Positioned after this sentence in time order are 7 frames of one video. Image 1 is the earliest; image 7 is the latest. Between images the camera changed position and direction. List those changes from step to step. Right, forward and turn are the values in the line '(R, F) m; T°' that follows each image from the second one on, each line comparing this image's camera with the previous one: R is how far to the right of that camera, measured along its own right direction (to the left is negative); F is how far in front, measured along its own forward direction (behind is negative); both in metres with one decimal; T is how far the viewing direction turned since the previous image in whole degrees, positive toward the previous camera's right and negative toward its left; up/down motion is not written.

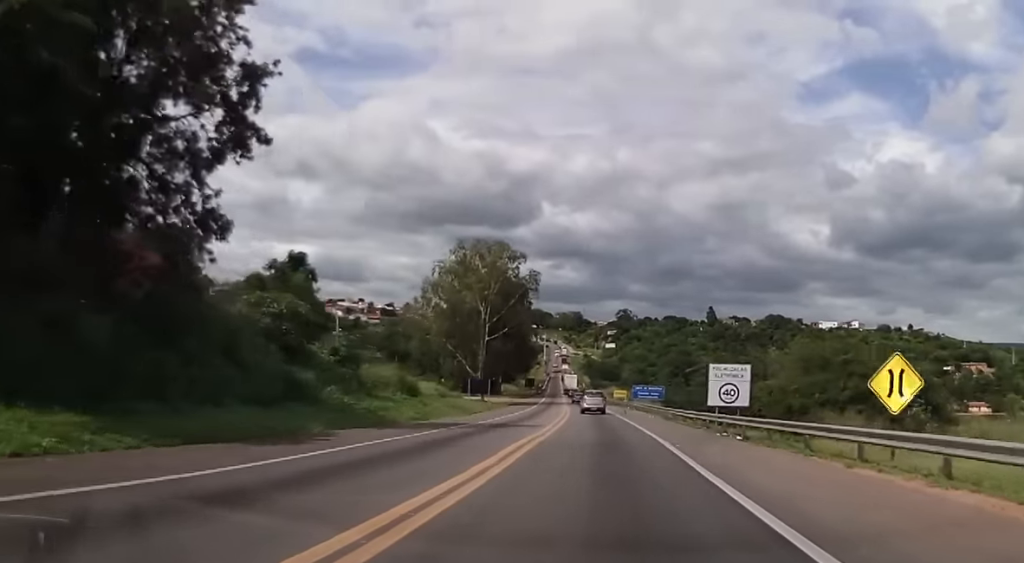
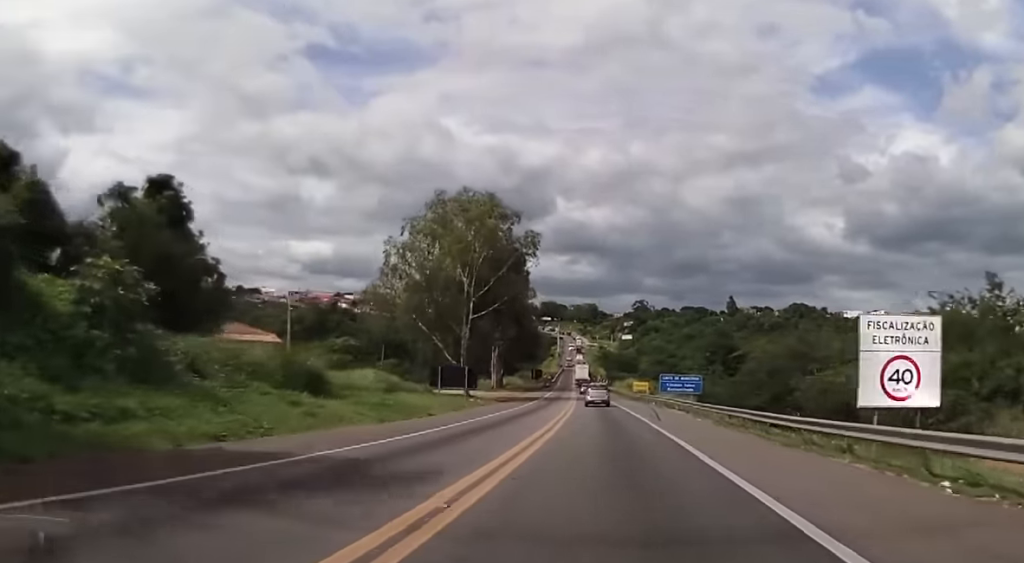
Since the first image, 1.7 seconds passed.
(0.0, +17.4) m; -2°
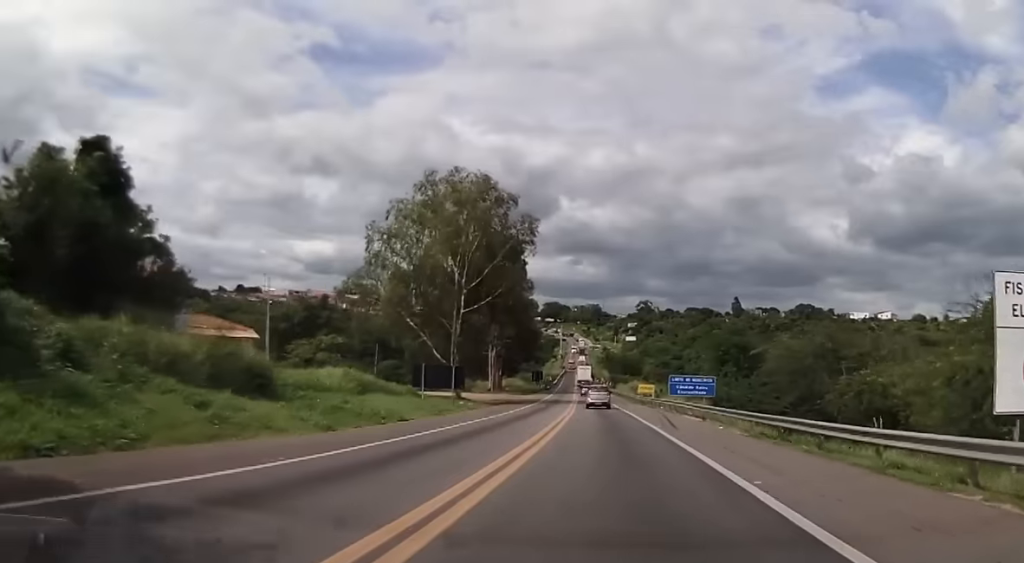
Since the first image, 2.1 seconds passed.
(-0.1, +5.3) m; -1°
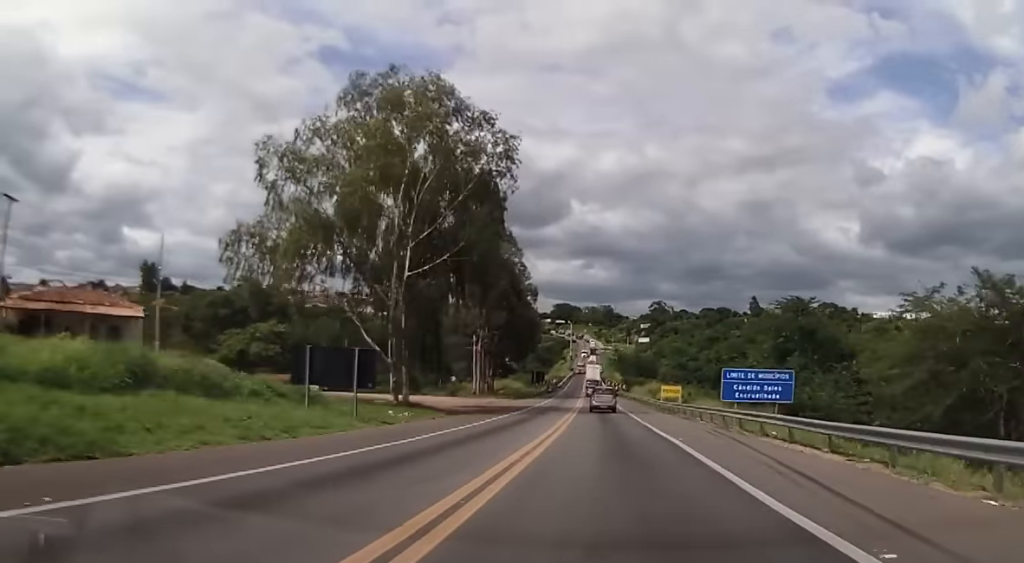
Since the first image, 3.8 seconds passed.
(-0.7, +19.9) m; -2°
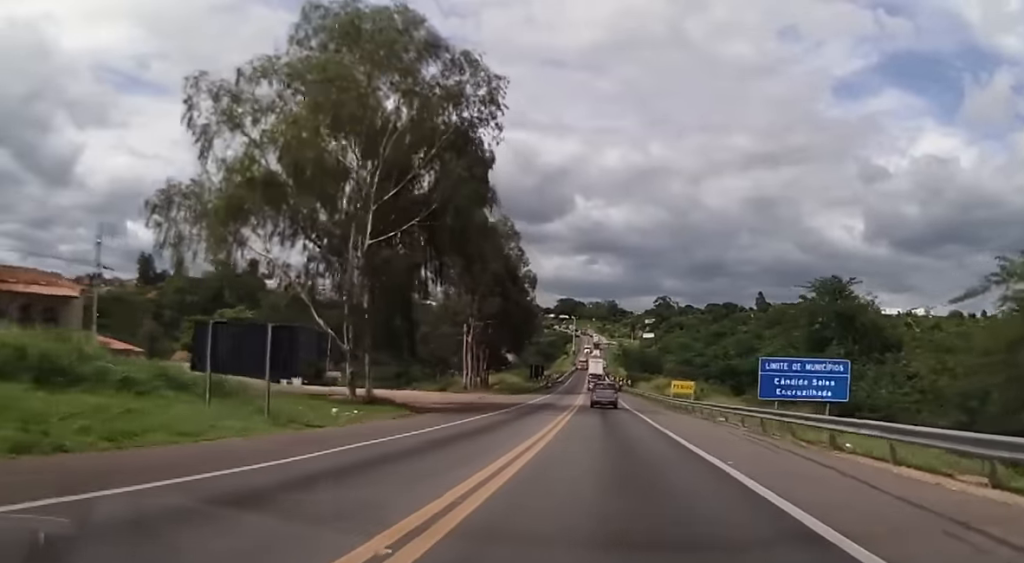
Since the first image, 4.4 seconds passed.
(0.0, +7.6) m; +1°
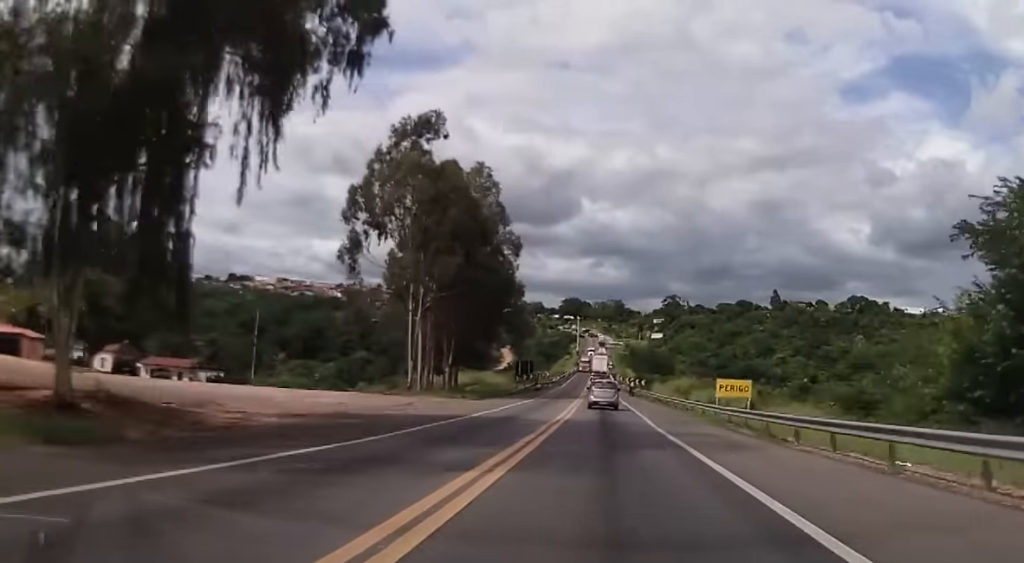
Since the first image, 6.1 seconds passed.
(+0.4, +22.8) m; -1°
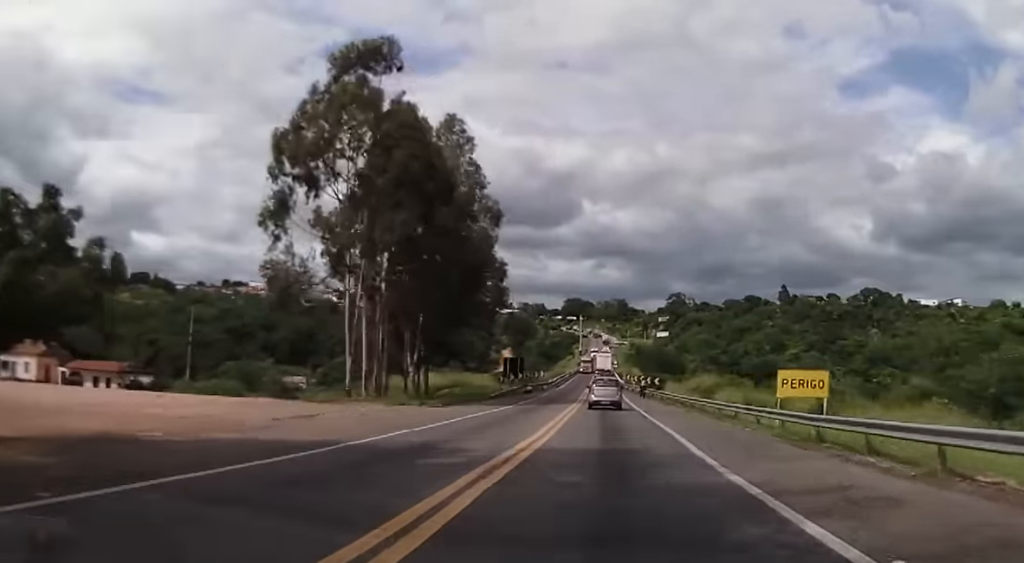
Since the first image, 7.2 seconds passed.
(-0.6, +13.8) m; -2°
